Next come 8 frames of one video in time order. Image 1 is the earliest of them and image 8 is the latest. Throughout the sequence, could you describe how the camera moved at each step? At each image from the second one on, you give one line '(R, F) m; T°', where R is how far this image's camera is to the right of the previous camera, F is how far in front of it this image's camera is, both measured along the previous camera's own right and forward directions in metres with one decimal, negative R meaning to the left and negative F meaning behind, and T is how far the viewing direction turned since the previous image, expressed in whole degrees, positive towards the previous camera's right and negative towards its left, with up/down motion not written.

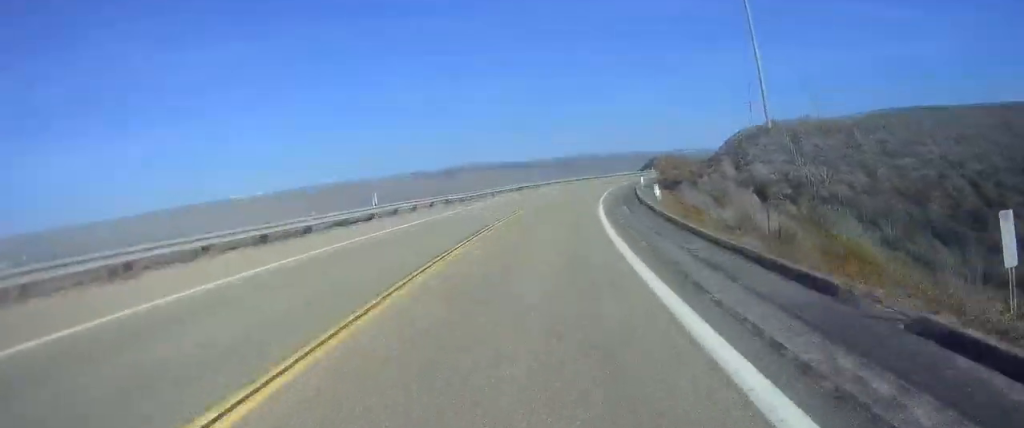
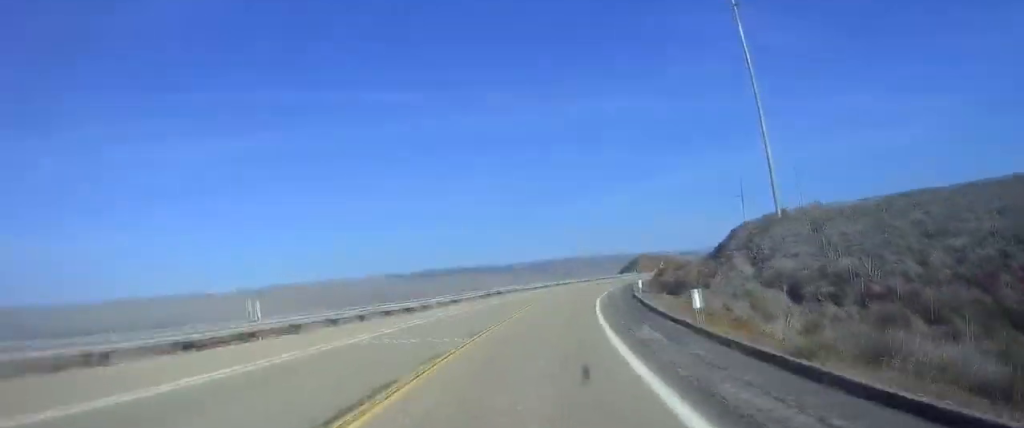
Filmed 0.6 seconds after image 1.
(0.0, +12.3) m; +4°
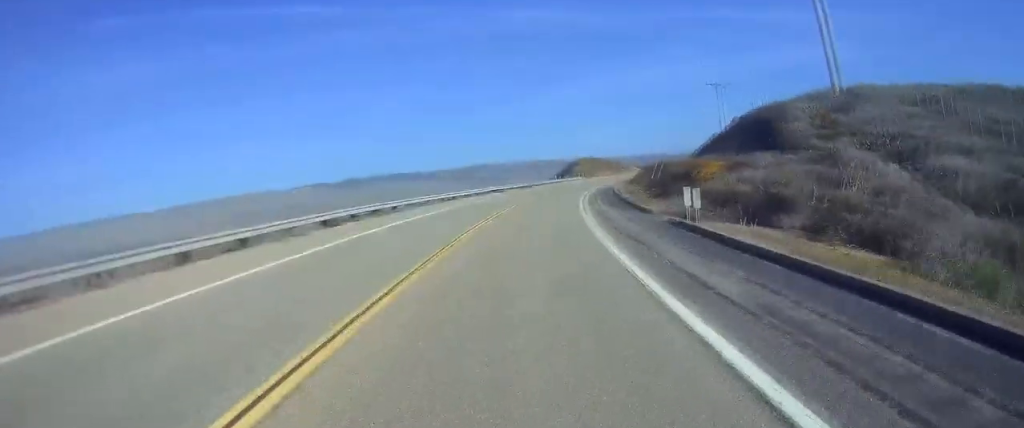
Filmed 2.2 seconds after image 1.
(+2.1, +30.5) m; +4°
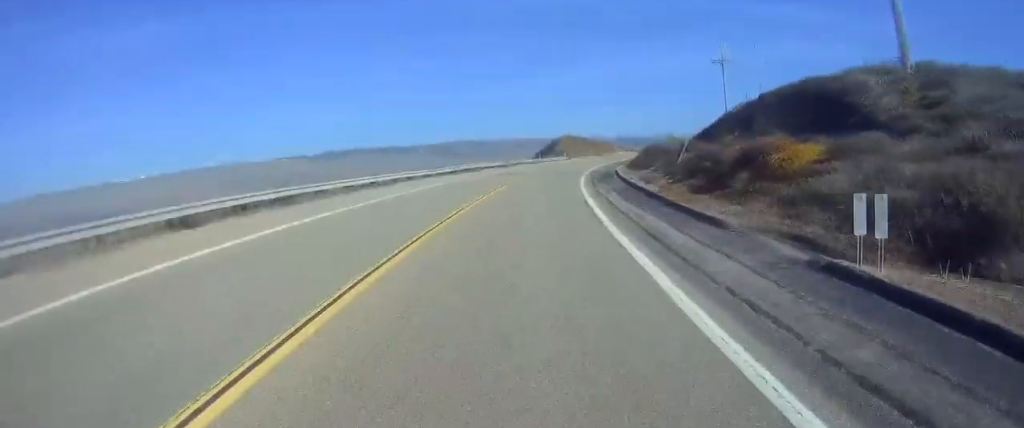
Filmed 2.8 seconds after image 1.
(0.0, +11.7) m; 0°
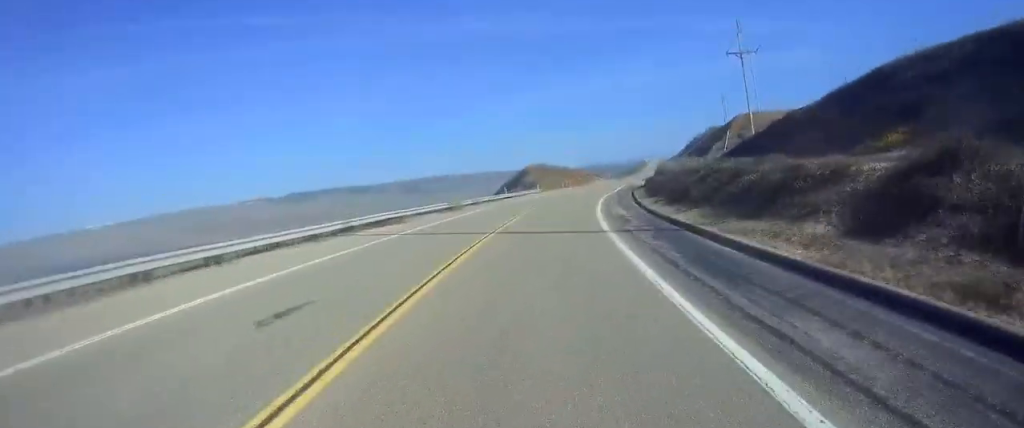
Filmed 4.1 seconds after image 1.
(0.0, +25.5) m; +2°
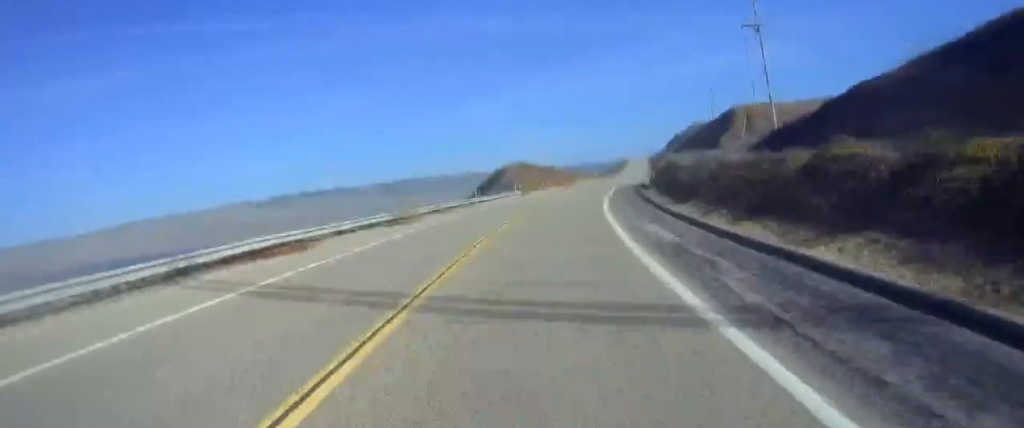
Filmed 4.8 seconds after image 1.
(-0.1, +13.2) m; +3°
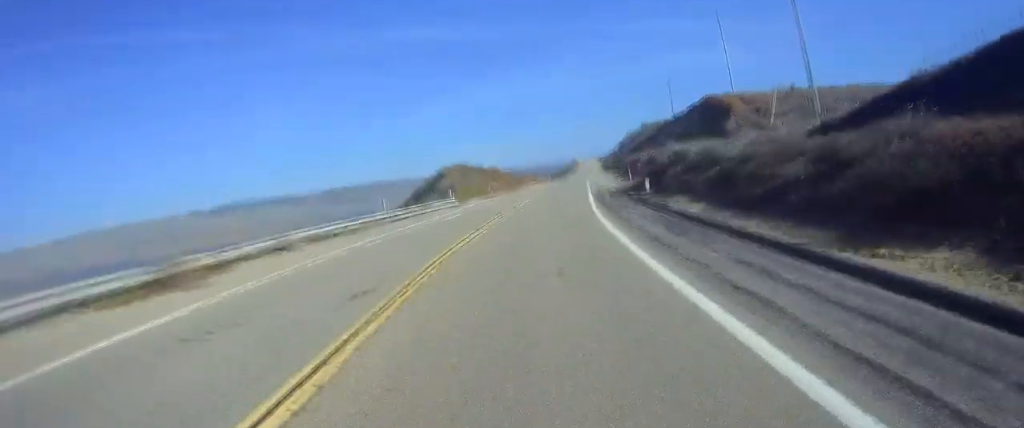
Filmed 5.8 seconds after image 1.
(+1.5, +19.6) m; +8°
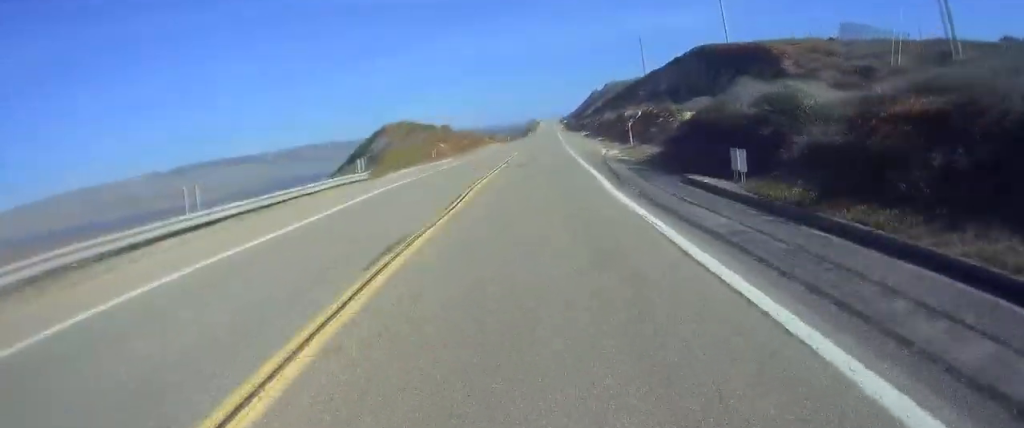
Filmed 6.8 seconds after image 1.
(+1.3, +19.8) m; +4°
